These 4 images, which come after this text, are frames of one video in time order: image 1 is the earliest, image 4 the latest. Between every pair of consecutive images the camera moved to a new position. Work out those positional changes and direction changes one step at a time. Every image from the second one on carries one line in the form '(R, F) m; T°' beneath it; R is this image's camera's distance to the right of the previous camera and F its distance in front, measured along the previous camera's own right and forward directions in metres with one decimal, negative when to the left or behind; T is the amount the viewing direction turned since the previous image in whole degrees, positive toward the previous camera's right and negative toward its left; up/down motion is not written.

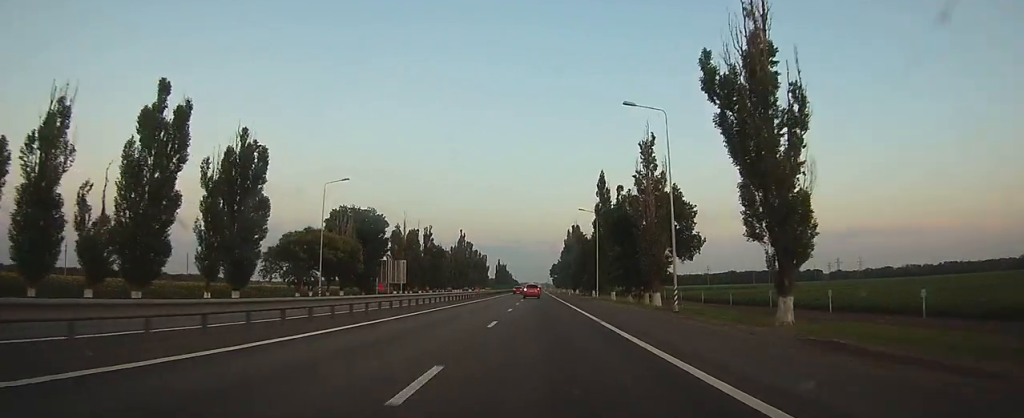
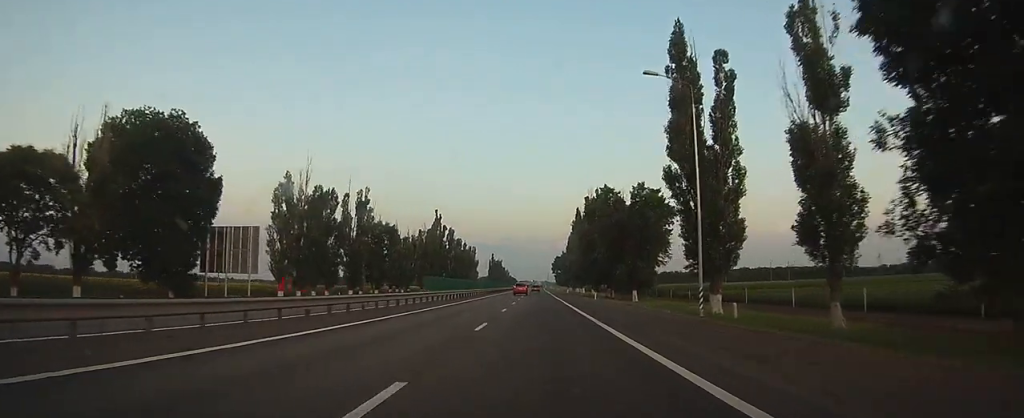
(0.0, +50.0) m; 0°
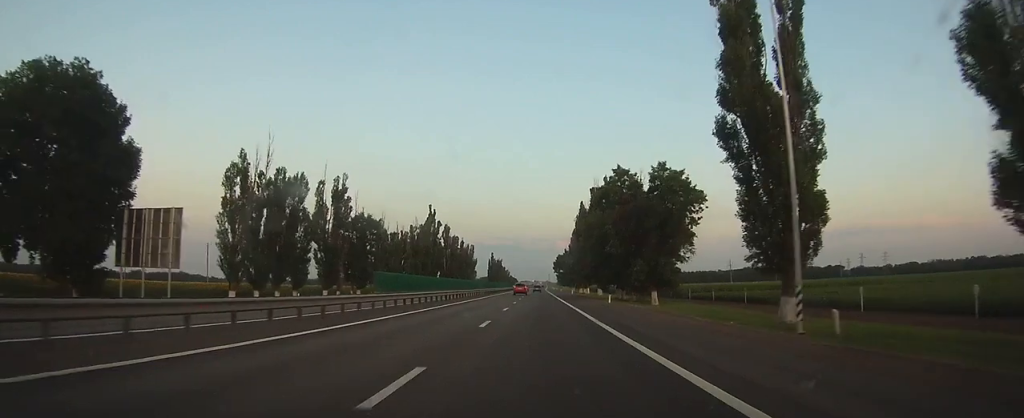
(0.0, +10.7) m; 0°
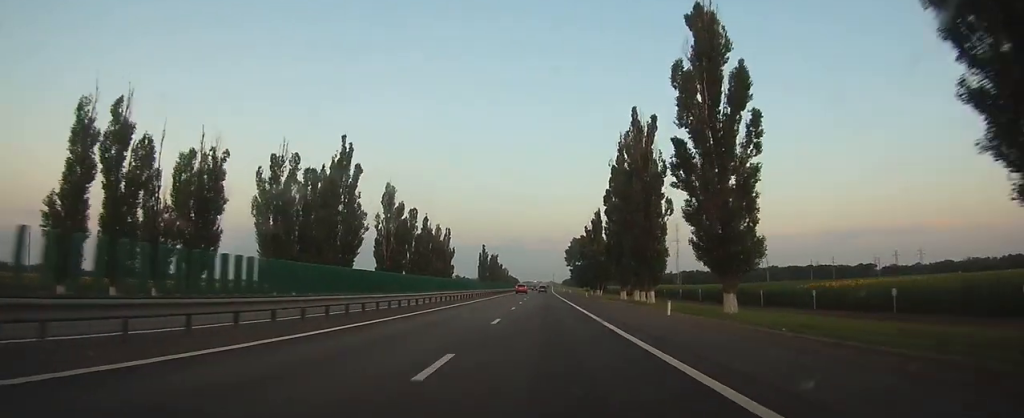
(0.0, +70.5) m; 0°
